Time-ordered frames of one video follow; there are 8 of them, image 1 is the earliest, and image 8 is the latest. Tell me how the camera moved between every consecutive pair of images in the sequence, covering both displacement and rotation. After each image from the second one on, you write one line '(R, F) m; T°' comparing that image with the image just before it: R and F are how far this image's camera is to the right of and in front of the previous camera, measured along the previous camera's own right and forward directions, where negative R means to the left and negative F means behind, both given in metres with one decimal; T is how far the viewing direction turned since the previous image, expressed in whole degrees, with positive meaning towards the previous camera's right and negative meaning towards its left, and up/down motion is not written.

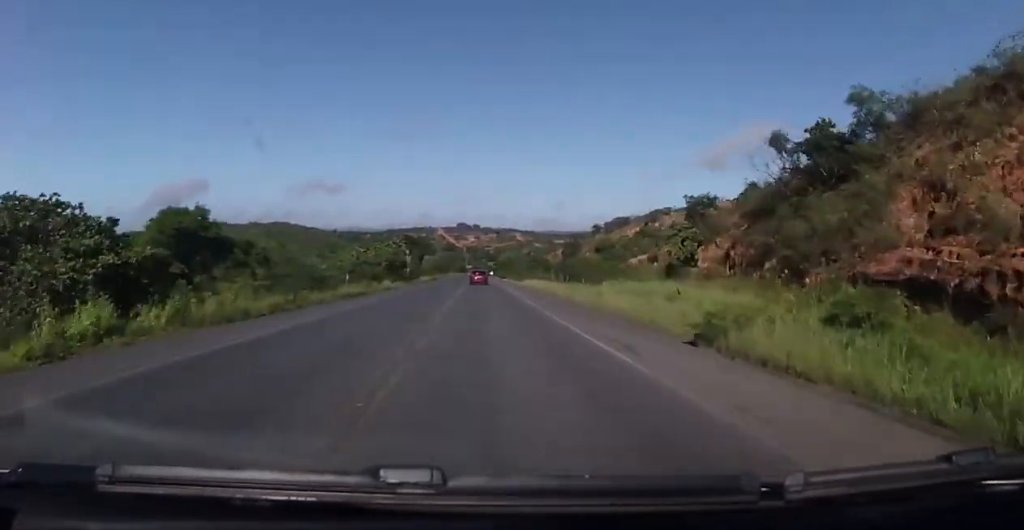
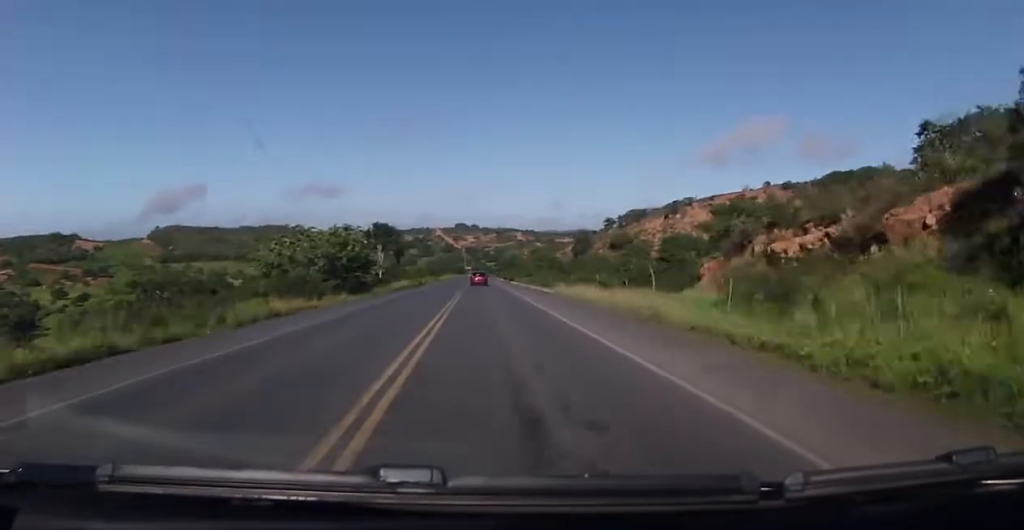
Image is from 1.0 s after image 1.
(+0.8, +29.8) m; +3°
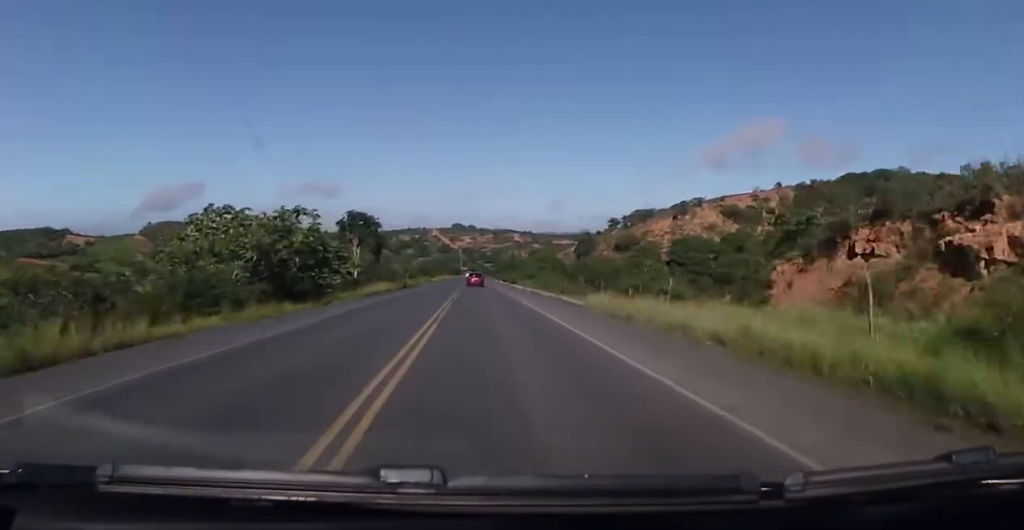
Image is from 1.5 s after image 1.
(+0.2, +13.5) m; +1°
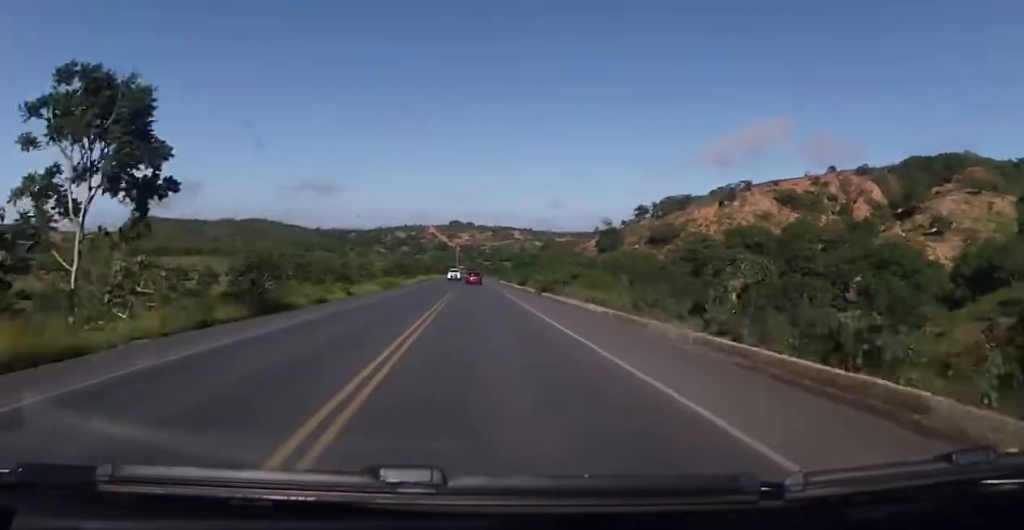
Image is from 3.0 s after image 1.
(+0.2, +44.4) m; 0°
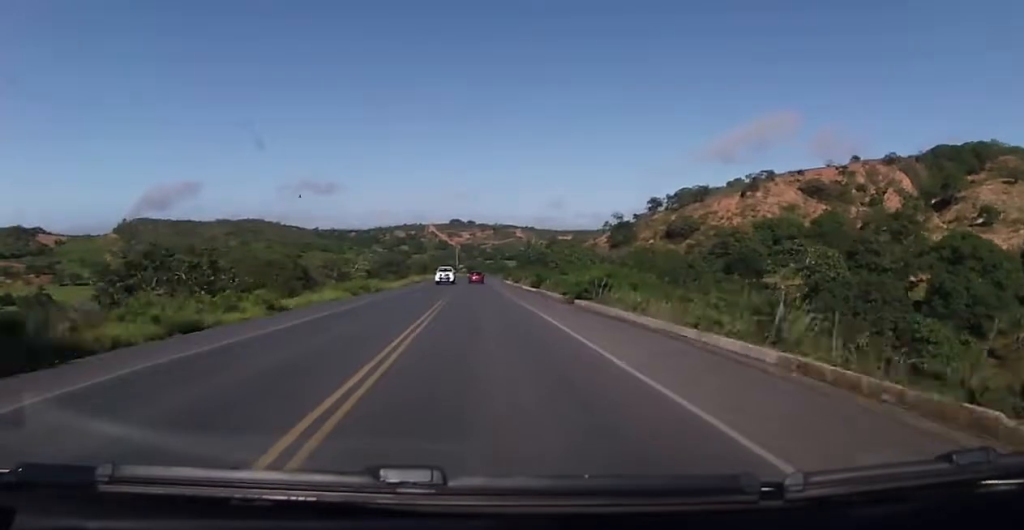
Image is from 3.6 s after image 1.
(0.0, +15.4) m; 0°
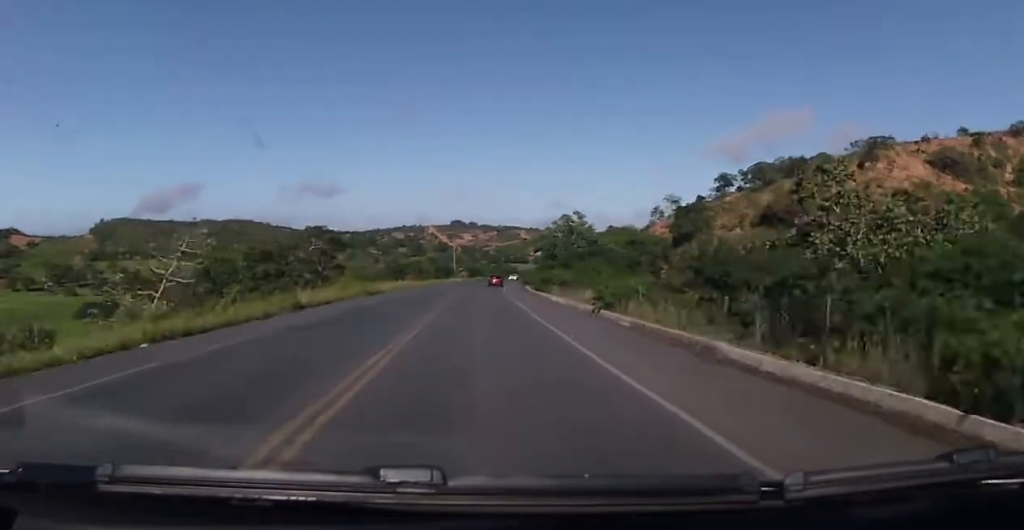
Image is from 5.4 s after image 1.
(0.0, +53.9) m; 0°
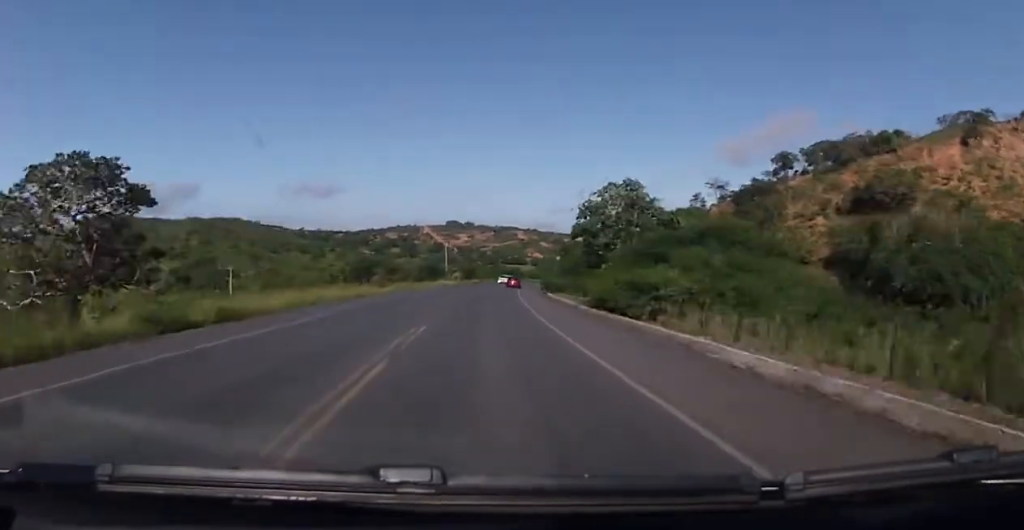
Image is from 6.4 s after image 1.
(0.0, +29.2) m; 0°
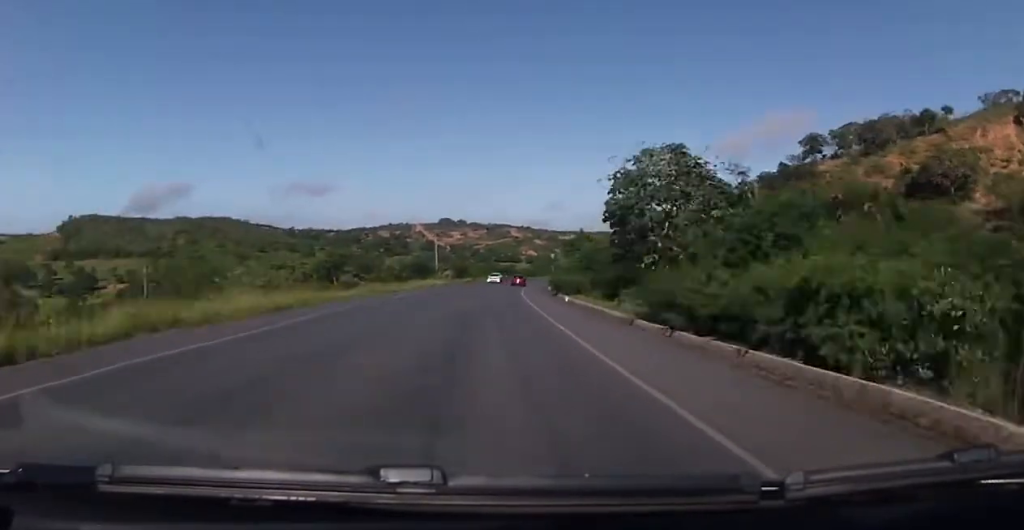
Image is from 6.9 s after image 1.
(0.0, +12.9) m; 0°
